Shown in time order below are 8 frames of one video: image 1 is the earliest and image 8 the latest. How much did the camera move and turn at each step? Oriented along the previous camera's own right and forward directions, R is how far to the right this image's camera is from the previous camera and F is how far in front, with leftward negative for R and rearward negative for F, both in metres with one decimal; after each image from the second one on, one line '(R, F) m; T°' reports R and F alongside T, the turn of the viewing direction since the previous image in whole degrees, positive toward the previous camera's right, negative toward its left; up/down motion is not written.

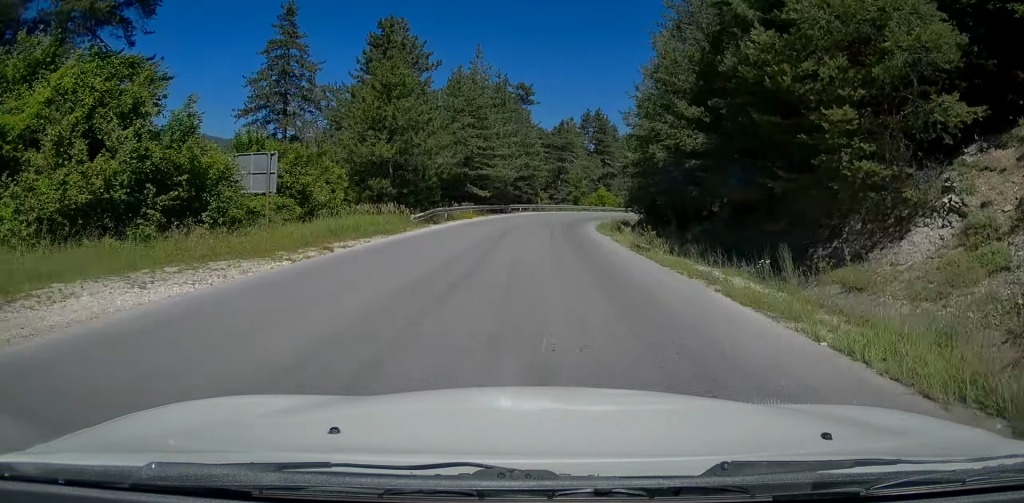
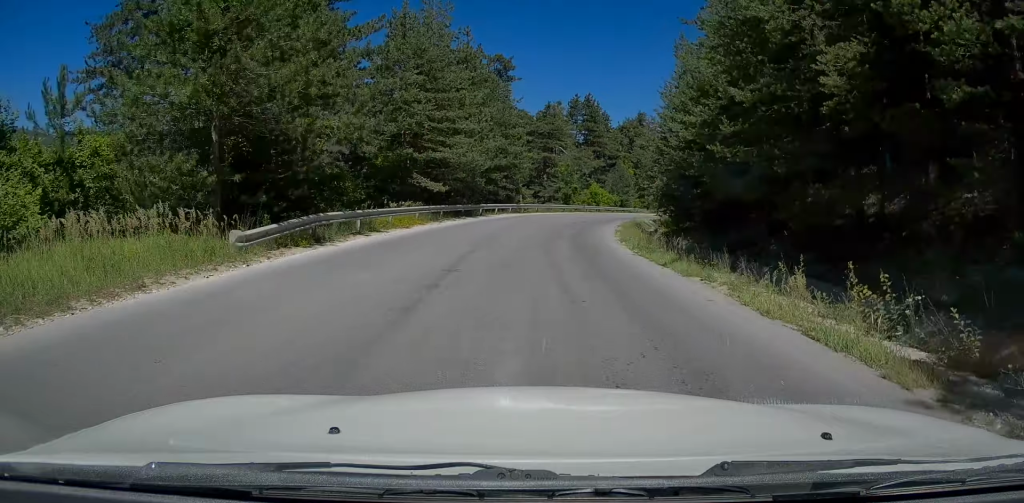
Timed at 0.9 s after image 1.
(0.0, +15.1) m; +2°
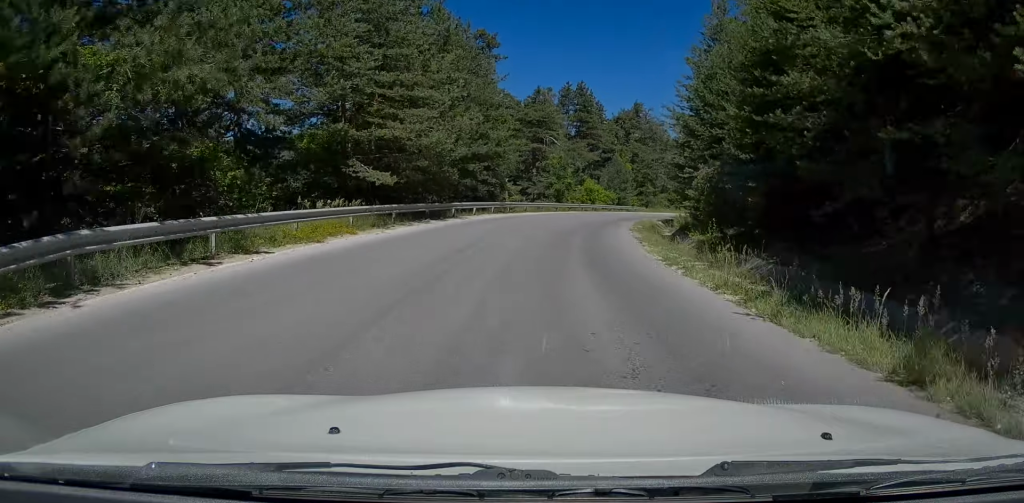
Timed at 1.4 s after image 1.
(0.0, +8.7) m; +3°
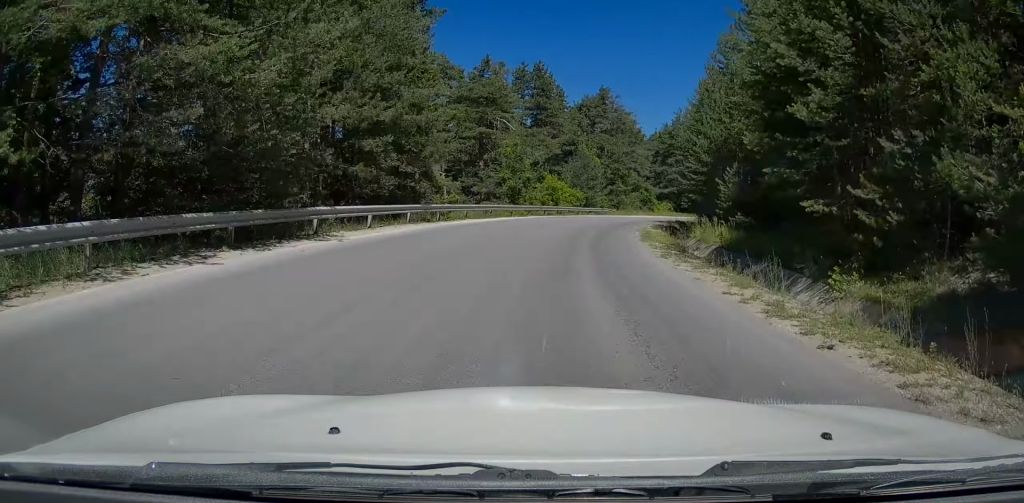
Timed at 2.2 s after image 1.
(+0.9, +14.5) m; +5°
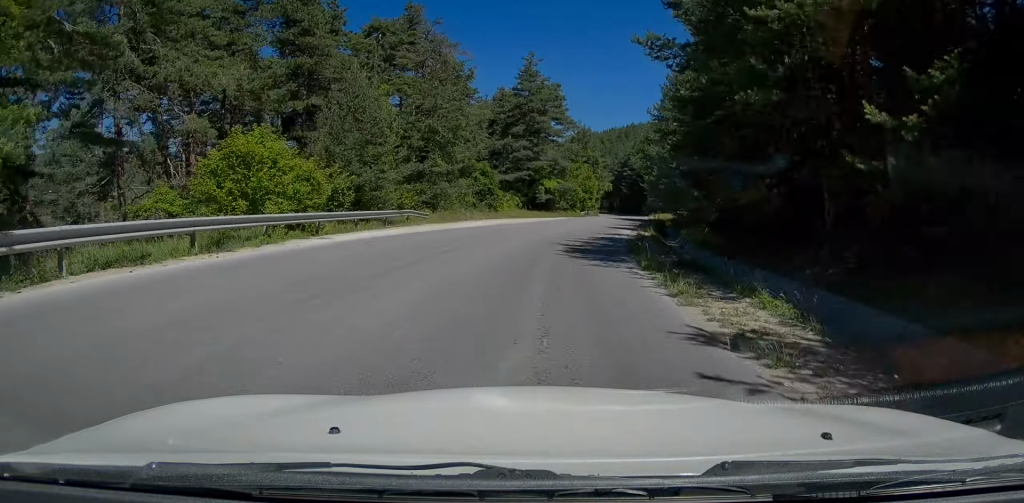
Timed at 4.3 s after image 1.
(+3.8, +36.4) m; +13°
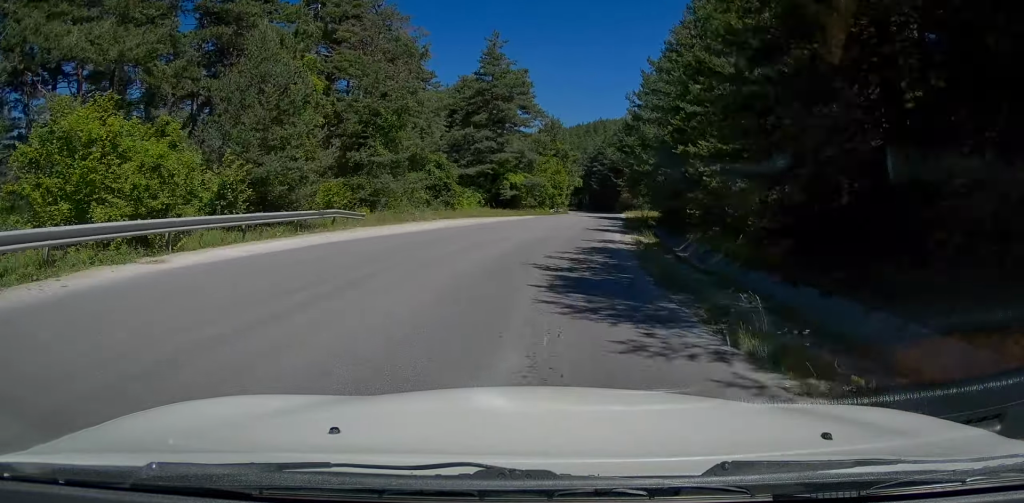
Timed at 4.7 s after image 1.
(+0.1, +6.8) m; +3°
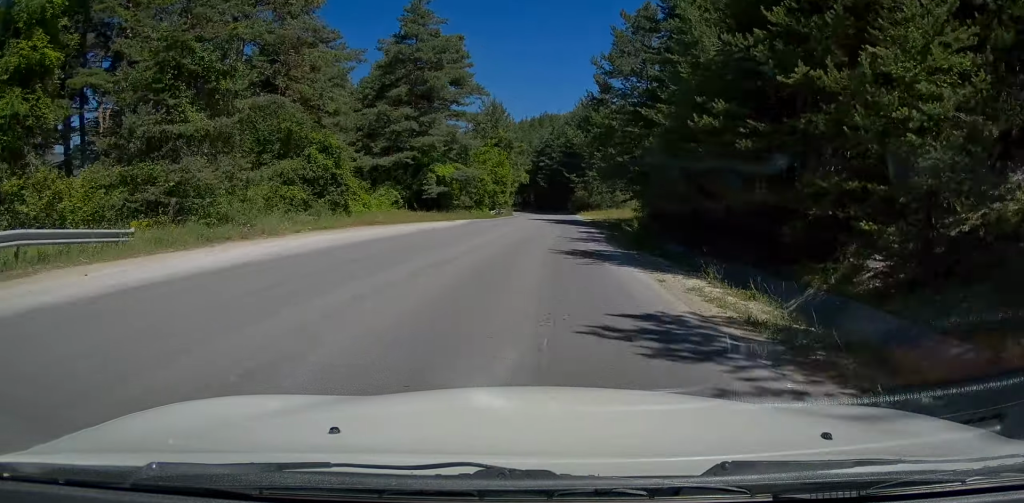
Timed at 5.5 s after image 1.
(+0.5, +13.7) m; +3°
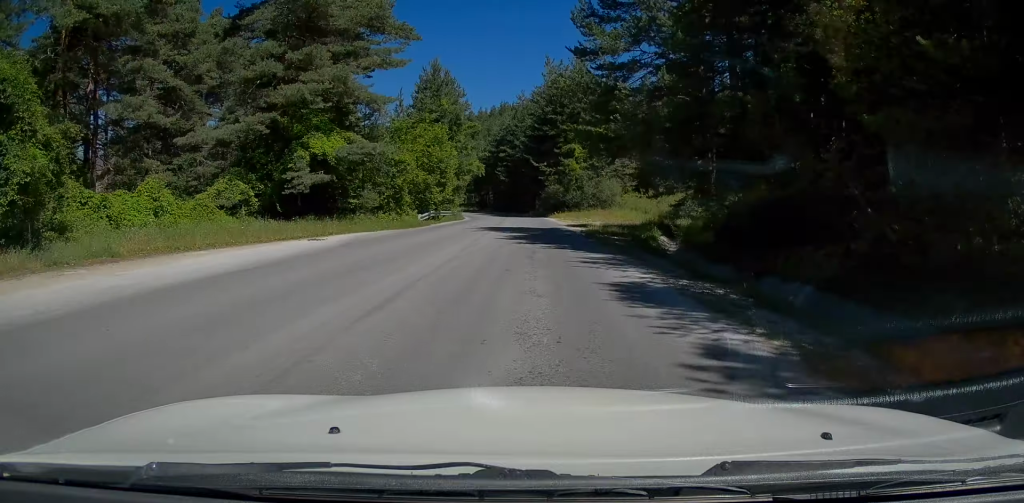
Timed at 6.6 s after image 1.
(+0.6, +18.2) m; +4°
